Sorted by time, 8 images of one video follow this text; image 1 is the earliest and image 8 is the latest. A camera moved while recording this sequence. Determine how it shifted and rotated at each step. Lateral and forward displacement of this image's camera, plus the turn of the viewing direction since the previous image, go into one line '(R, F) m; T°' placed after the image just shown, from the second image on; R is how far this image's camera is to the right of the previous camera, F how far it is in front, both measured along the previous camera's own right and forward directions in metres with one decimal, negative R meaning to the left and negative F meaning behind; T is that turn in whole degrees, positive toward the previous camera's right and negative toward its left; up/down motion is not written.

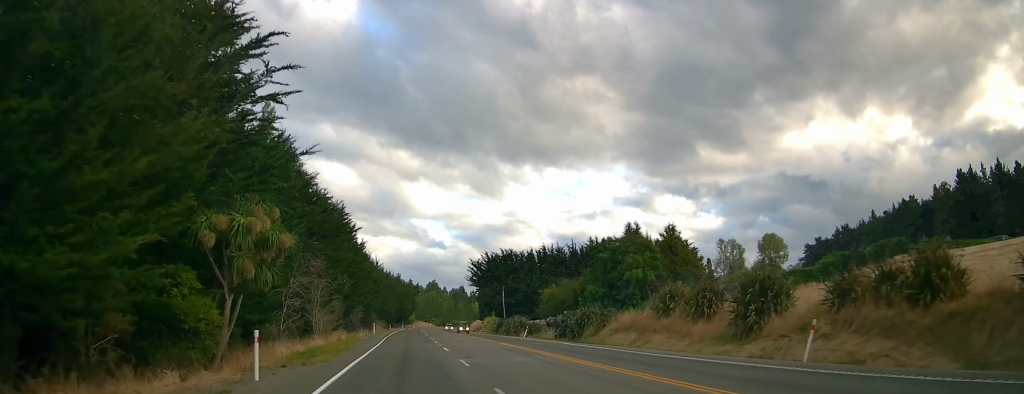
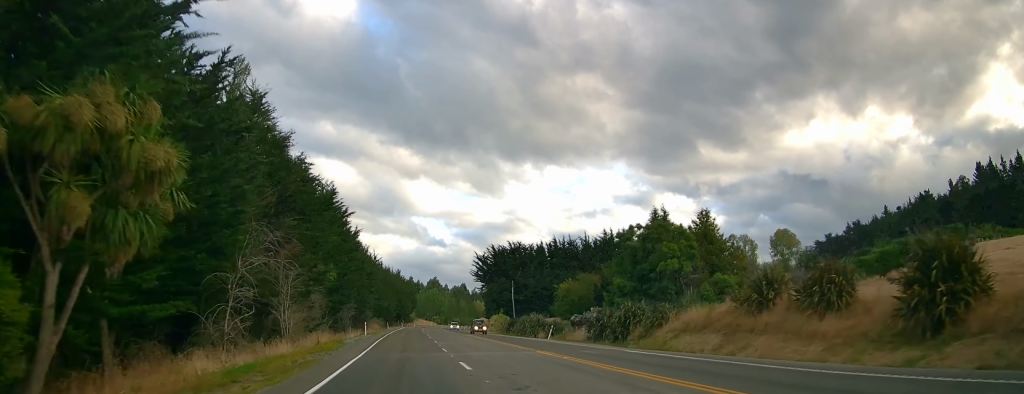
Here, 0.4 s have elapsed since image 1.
(+0.5, +12.0) m; +1°
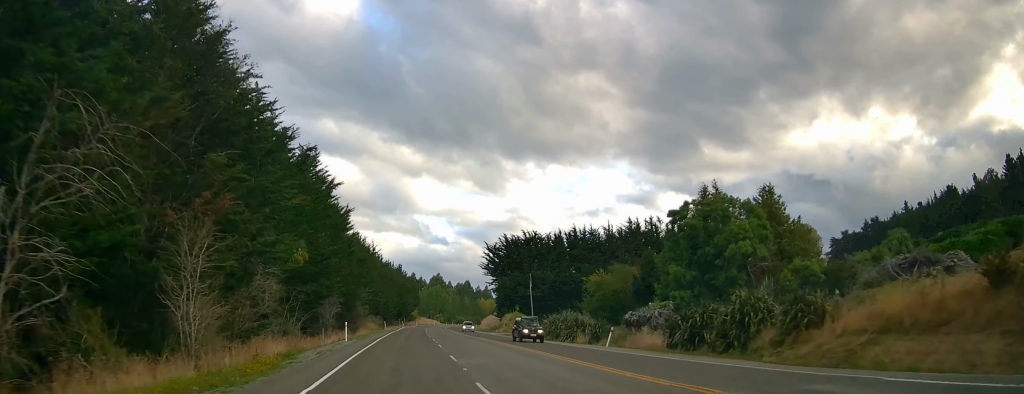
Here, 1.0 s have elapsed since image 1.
(+0.5, +16.6) m; +2°
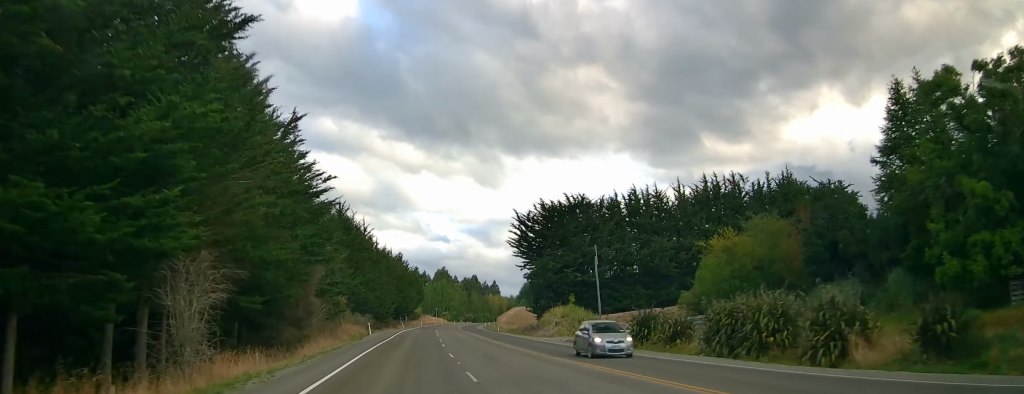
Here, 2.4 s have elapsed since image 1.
(-0.8, +36.5) m; -3°
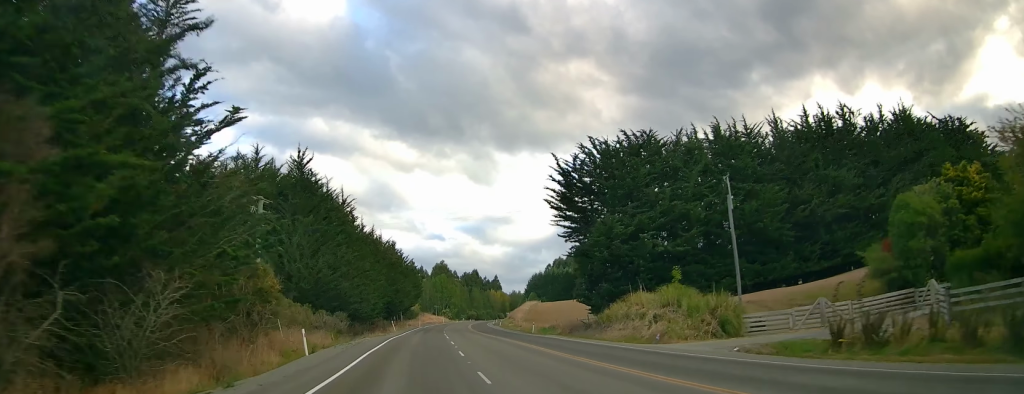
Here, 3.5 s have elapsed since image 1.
(-0.2, +30.6) m; +1°
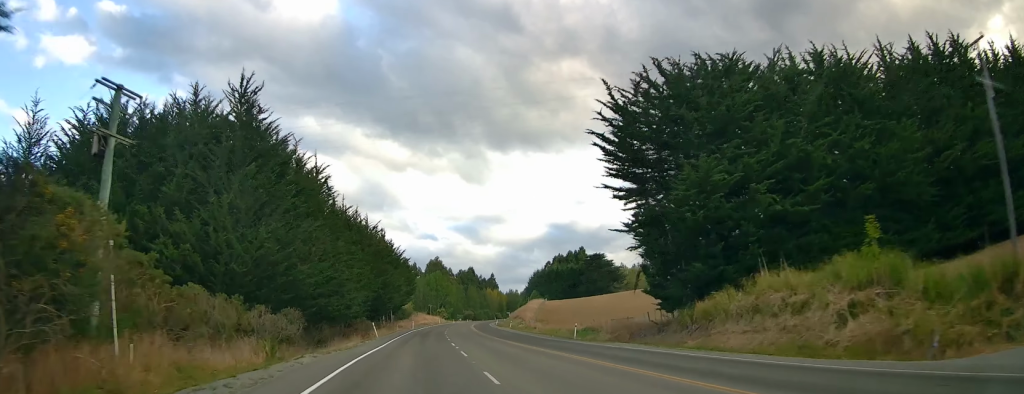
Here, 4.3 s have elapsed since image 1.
(+0.5, +20.6) m; +2°
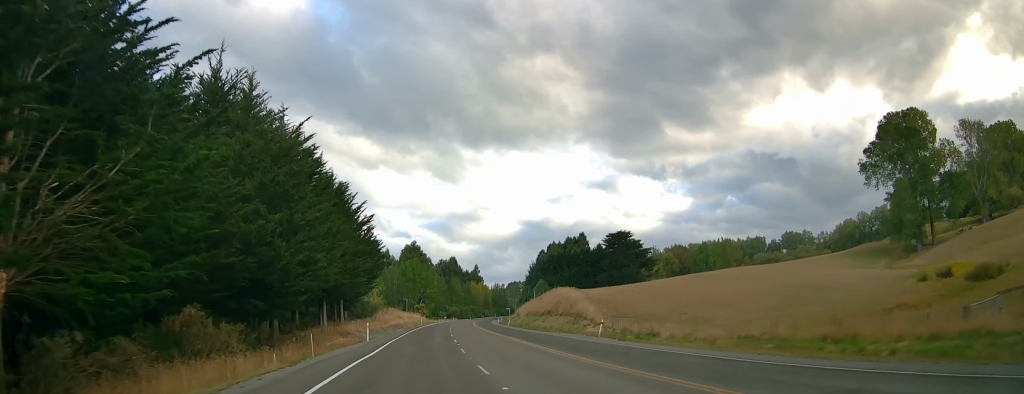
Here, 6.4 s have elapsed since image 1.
(0.0, +56.9) m; 0°
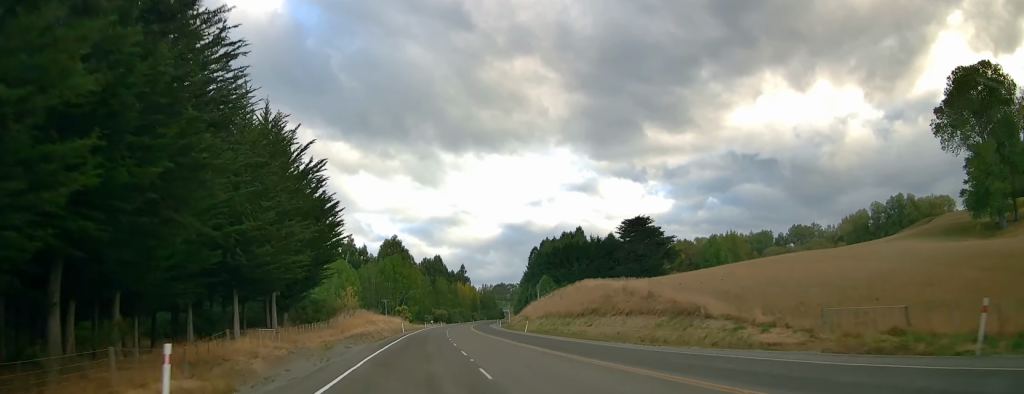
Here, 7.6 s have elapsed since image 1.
(0.0, +31.1) m; 0°
